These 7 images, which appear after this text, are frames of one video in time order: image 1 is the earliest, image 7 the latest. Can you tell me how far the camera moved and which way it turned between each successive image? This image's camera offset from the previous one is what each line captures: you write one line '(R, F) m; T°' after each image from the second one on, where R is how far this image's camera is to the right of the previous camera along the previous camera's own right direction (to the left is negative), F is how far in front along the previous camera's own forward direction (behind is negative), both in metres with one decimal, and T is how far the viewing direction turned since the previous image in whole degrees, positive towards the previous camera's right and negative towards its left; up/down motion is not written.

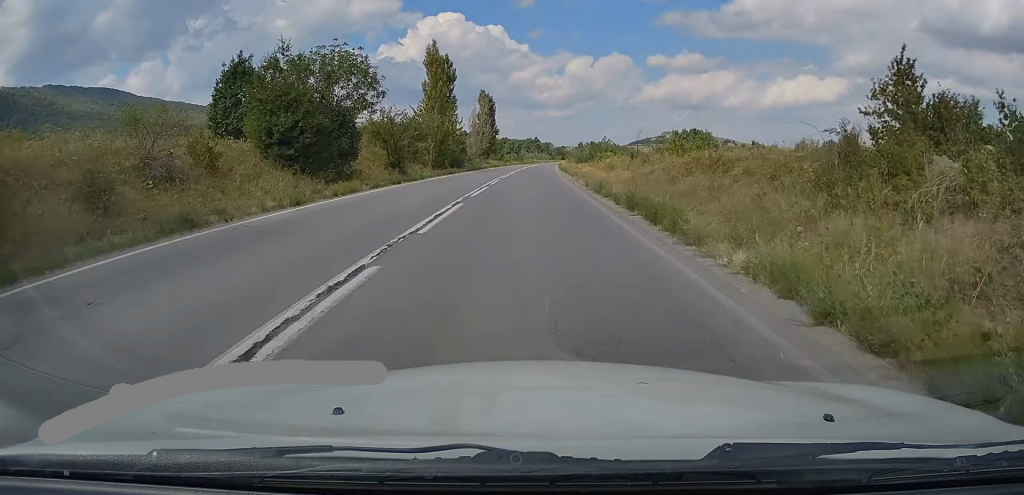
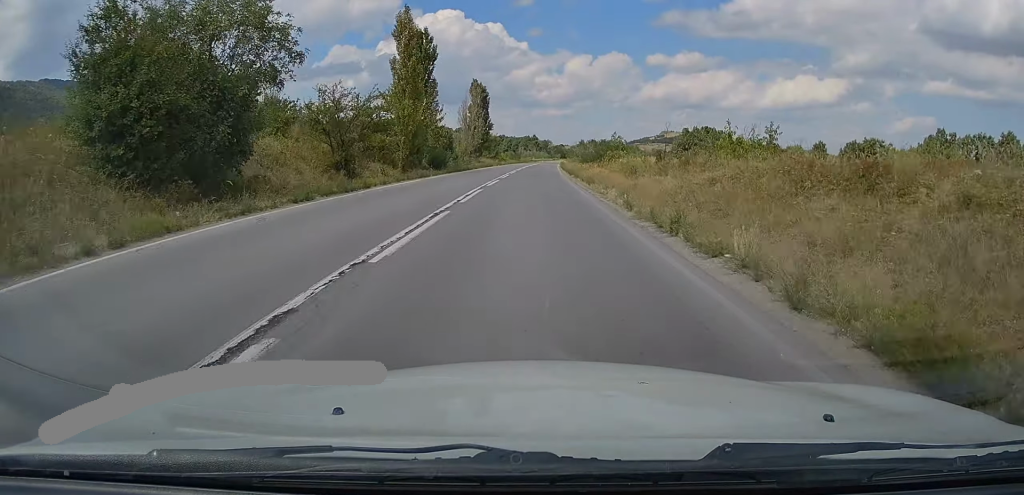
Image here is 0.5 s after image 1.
(+0.2, +11.8) m; +1°
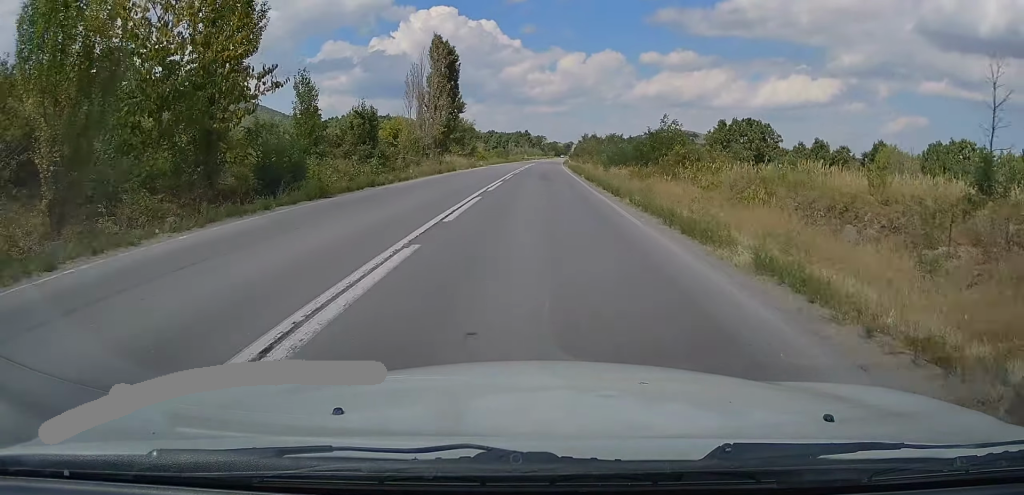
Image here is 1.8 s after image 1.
(+0.1, +31.5) m; 0°
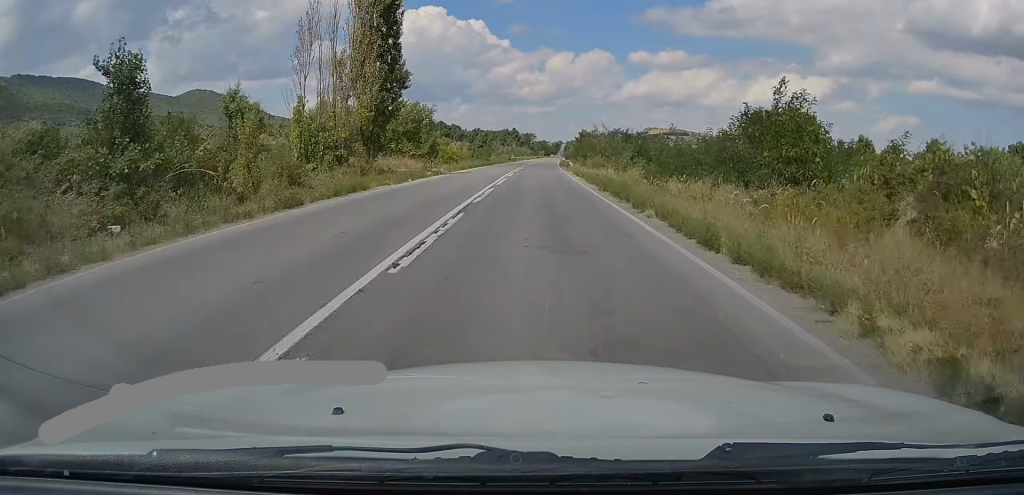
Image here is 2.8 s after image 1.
(+0.1, +22.3) m; +1°
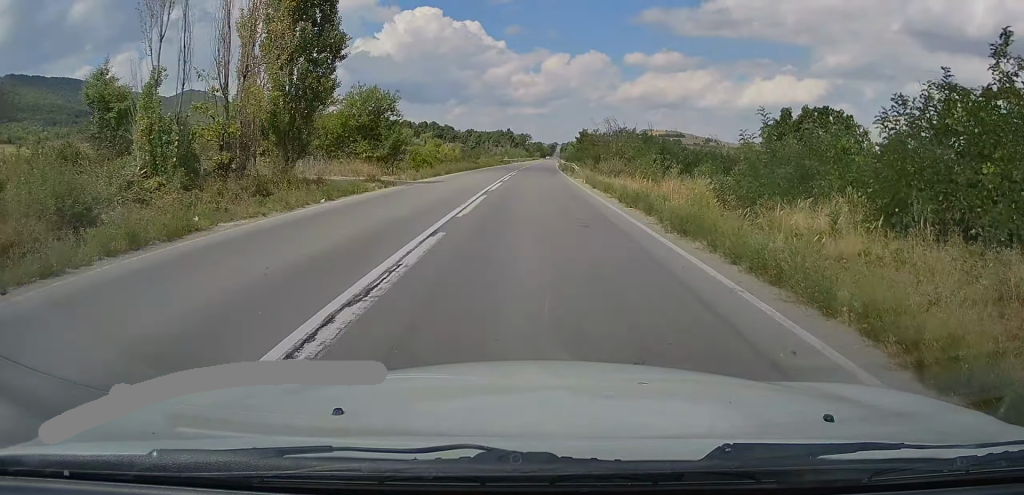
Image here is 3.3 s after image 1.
(+0.2, +12.0) m; +1°
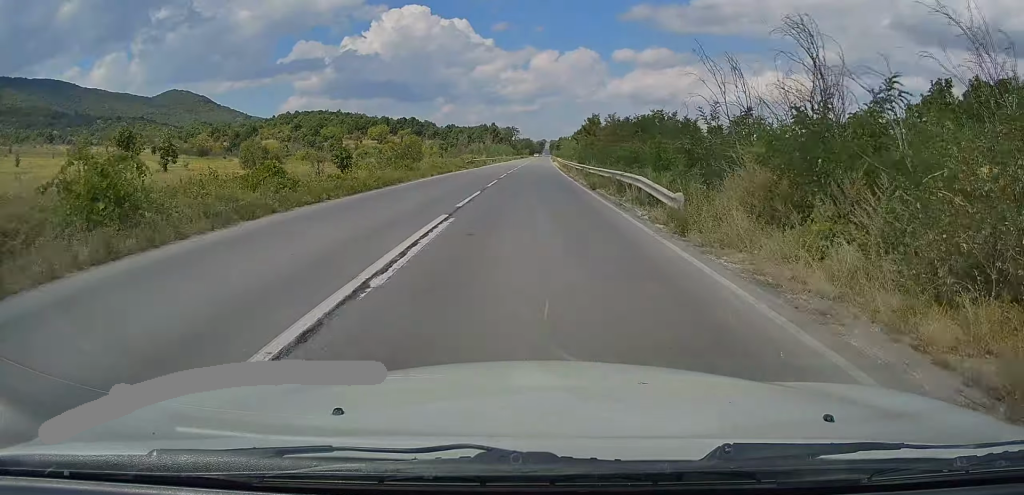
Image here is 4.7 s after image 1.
(+0.3, +33.8) m; +1°
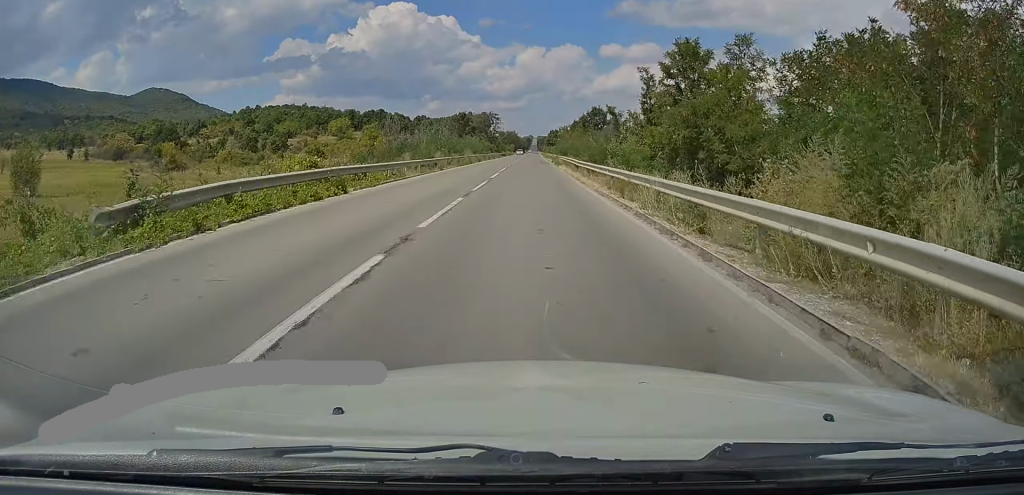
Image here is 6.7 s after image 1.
(+0.9, +49.4) m; +1°
